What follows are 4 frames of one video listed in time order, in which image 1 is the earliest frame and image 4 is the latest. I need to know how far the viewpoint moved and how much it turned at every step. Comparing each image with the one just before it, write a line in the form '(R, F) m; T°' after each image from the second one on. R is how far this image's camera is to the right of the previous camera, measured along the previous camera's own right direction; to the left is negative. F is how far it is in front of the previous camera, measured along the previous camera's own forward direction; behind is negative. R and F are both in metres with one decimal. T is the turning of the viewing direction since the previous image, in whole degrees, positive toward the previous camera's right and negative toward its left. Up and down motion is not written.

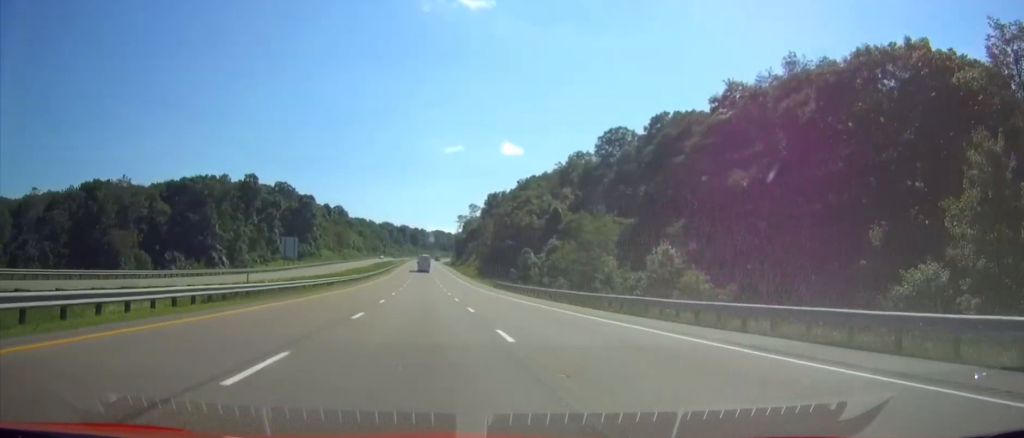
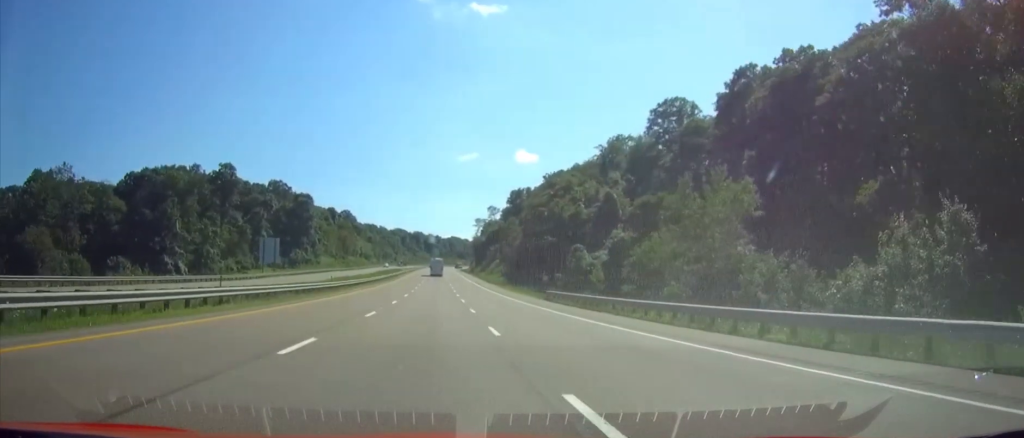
(-1.0, +33.3) m; -2°
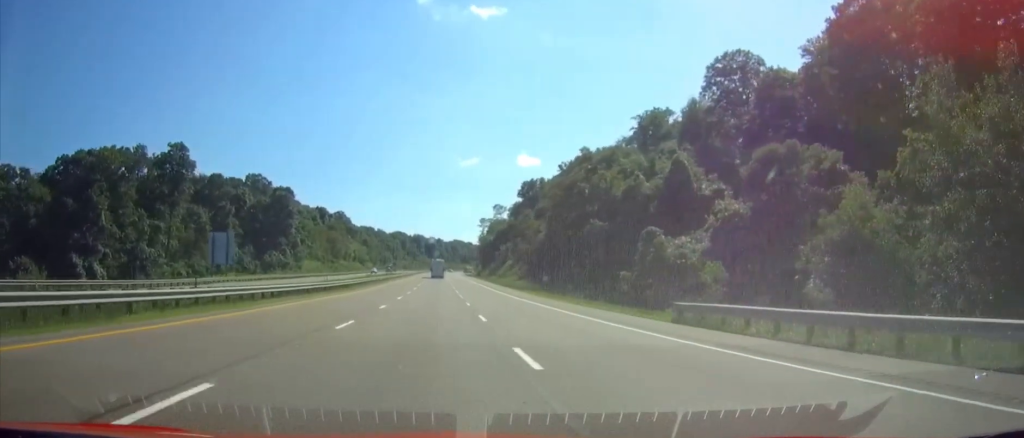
(-0.1, +31.3) m; 0°
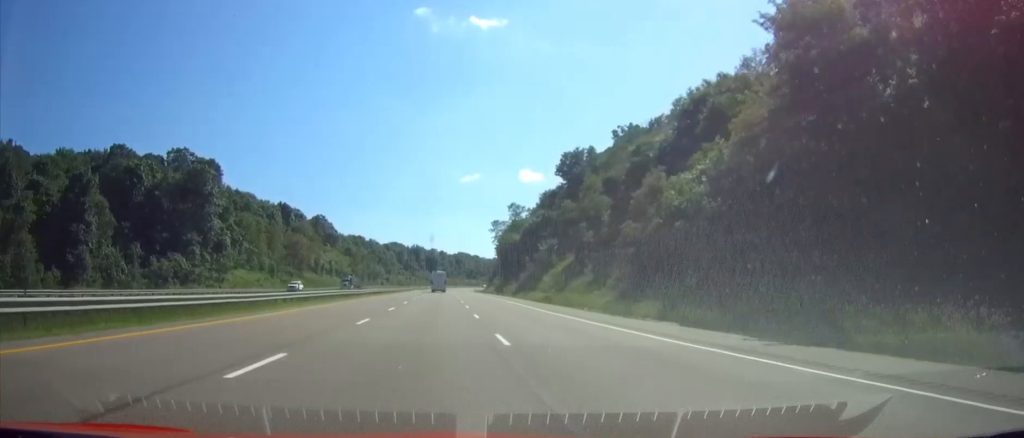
(-0.1, +68.4) m; 0°
